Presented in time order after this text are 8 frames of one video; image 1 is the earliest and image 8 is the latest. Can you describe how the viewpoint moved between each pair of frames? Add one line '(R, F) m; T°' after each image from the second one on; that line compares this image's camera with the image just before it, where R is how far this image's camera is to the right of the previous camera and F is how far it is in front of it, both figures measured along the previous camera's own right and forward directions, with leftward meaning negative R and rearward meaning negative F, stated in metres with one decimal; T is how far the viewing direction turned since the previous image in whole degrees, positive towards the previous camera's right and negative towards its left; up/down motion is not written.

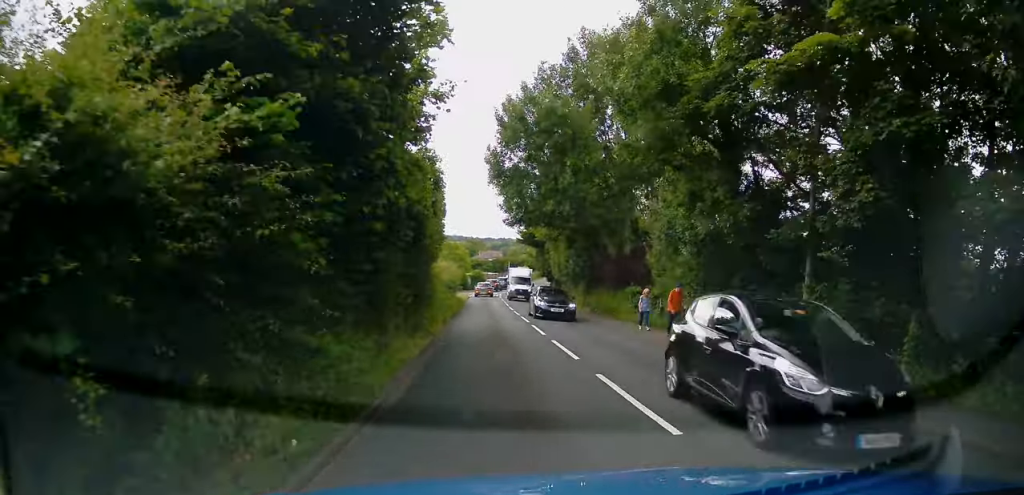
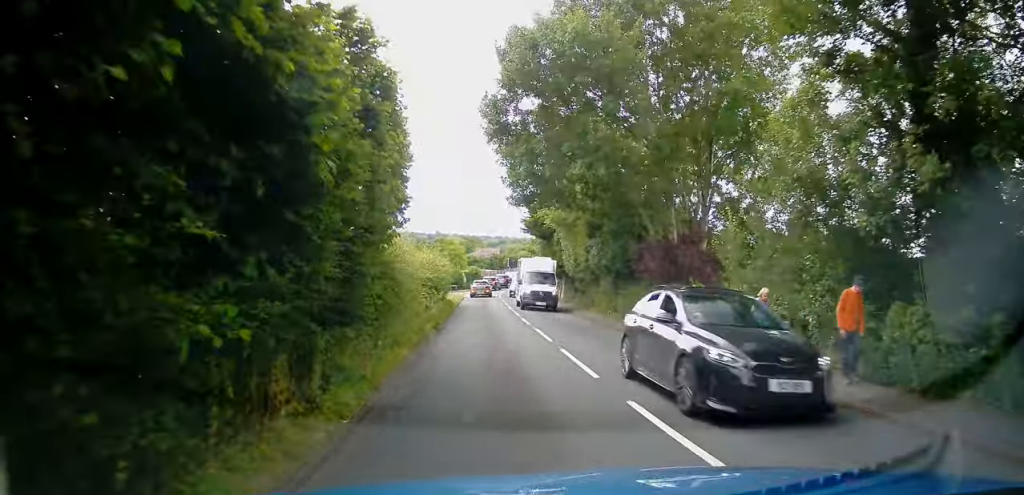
(+0.2, +8.3) m; +2°
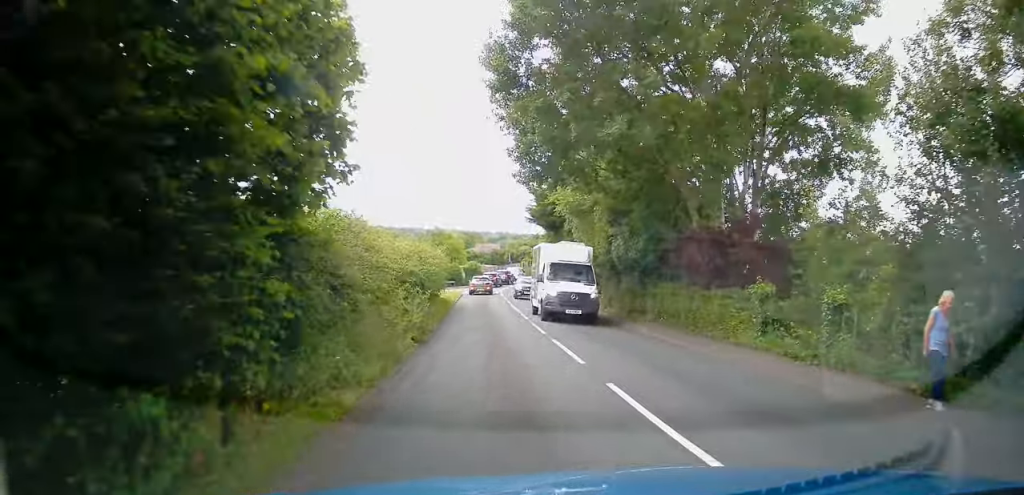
(+0.2, +4.8) m; 0°
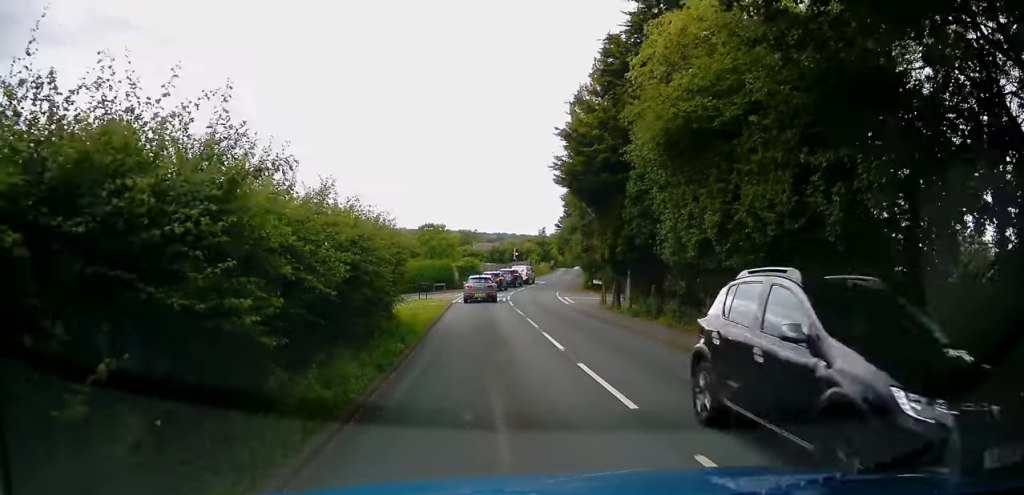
(-0.2, +15.6) m; 0°
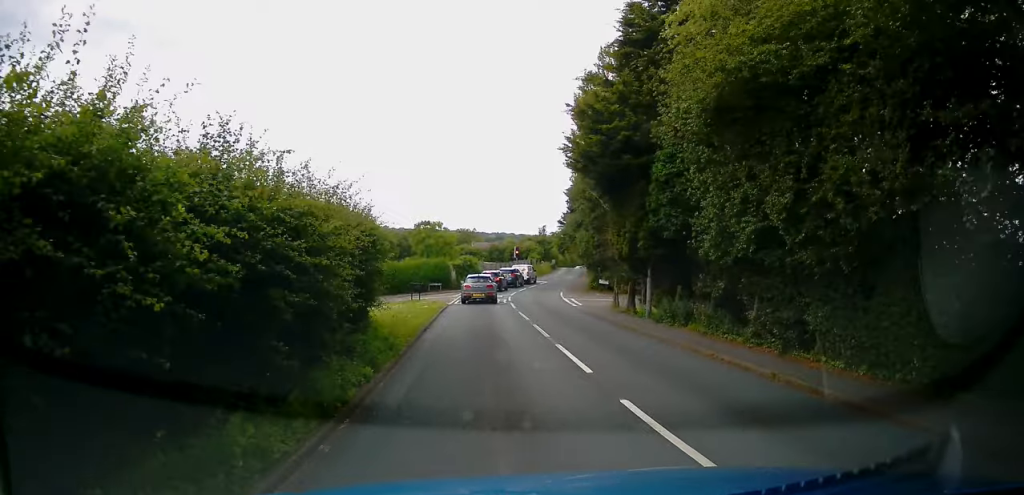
(0.0, +3.2) m; 0°
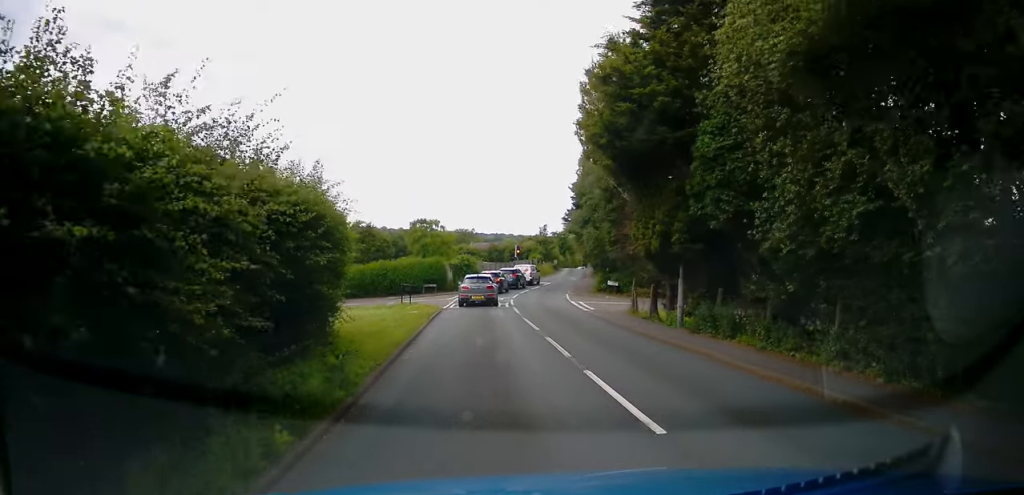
(0.0, +3.7) m; -1°
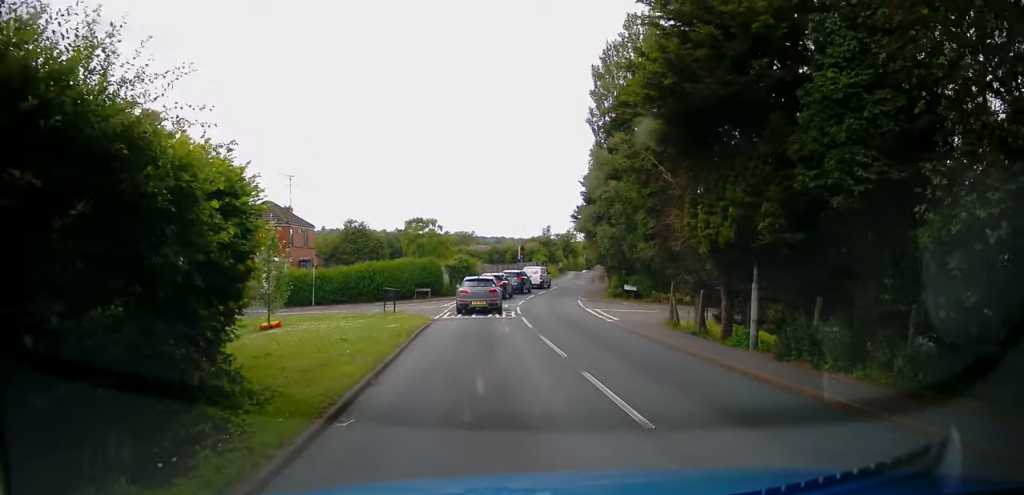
(-0.1, +5.0) m; -1°
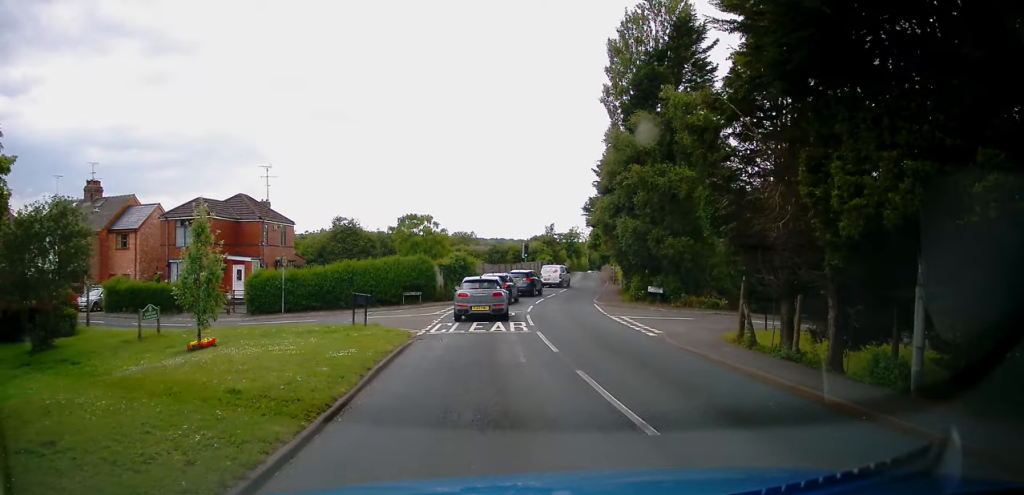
(-0.1, +5.8) m; +1°
